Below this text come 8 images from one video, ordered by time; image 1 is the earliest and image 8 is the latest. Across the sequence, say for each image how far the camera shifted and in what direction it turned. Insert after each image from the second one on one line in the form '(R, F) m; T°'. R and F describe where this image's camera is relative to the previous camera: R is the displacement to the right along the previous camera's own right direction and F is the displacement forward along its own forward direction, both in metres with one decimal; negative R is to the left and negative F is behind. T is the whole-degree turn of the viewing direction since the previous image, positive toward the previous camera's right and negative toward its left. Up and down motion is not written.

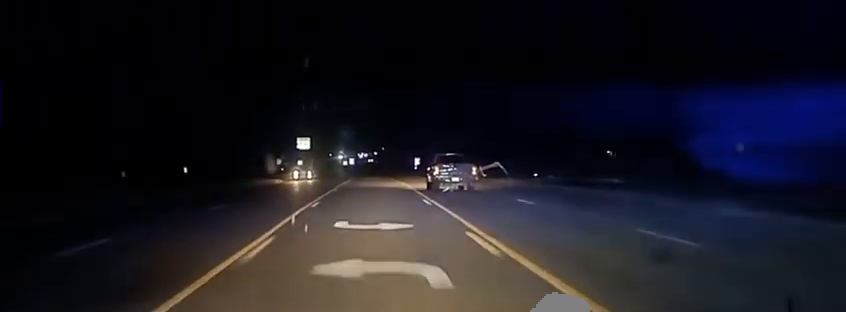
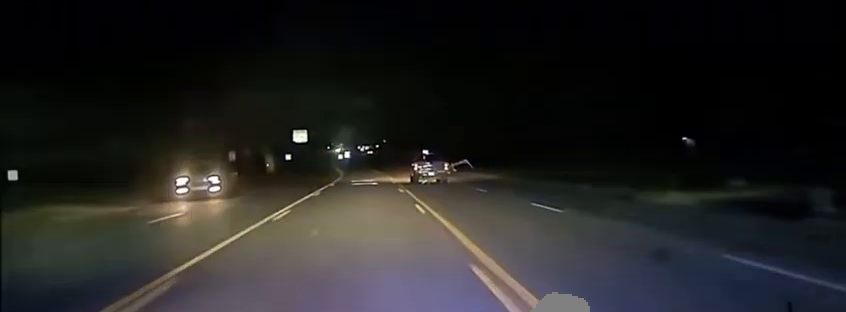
(+0.3, +32.0) m; 0°
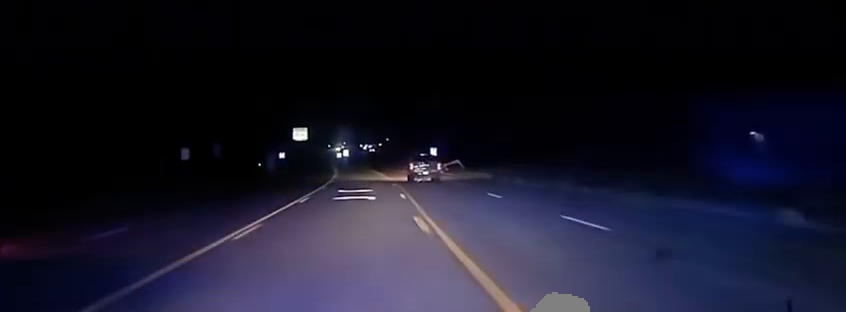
(-0.2, +19.0) m; 0°
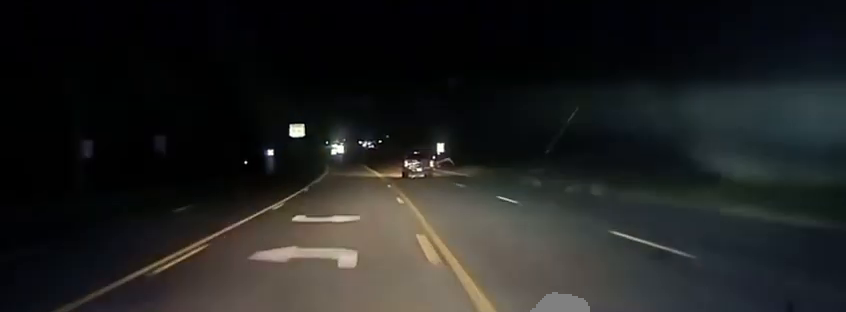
(-0.2, +18.2) m; 0°
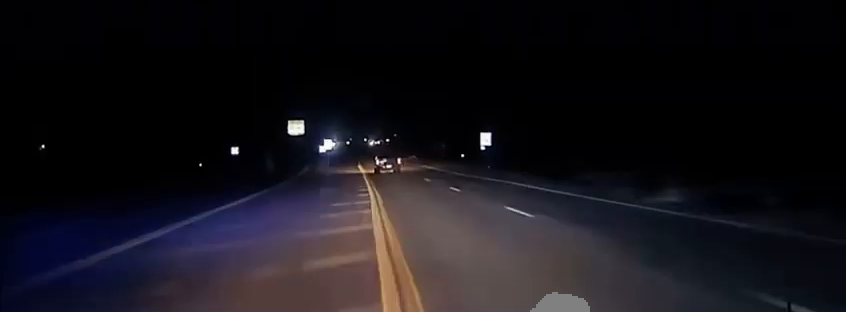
(+0.4, +53.6) m; 0°
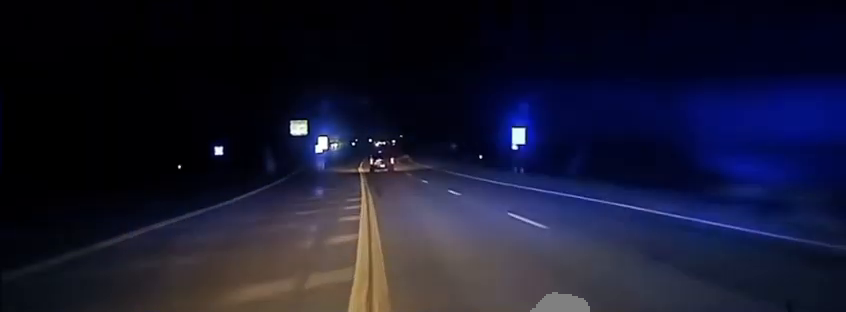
(+0.2, +19.2) m; 0°
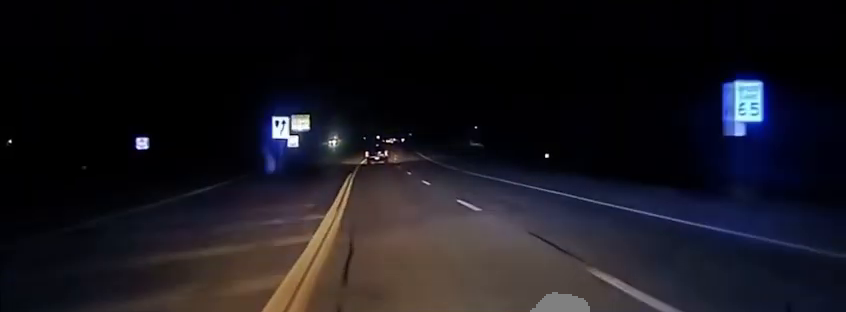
(-0.5, +38.0) m; -1°
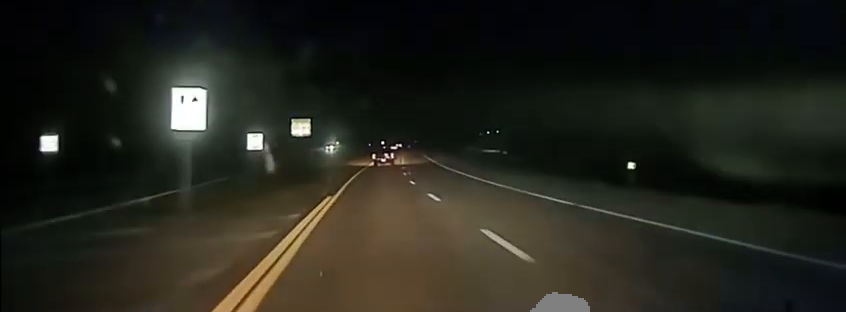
(-0.2, +20.0) m; 0°
